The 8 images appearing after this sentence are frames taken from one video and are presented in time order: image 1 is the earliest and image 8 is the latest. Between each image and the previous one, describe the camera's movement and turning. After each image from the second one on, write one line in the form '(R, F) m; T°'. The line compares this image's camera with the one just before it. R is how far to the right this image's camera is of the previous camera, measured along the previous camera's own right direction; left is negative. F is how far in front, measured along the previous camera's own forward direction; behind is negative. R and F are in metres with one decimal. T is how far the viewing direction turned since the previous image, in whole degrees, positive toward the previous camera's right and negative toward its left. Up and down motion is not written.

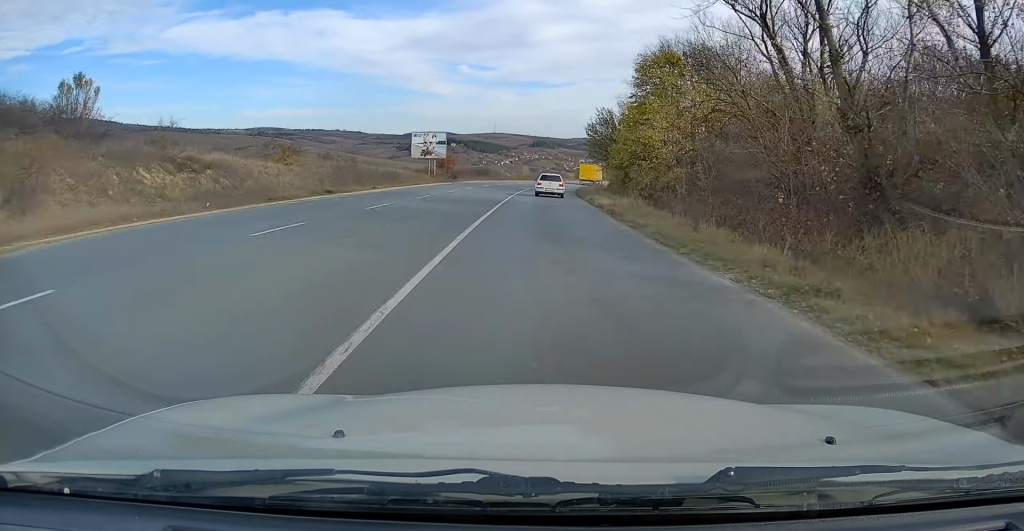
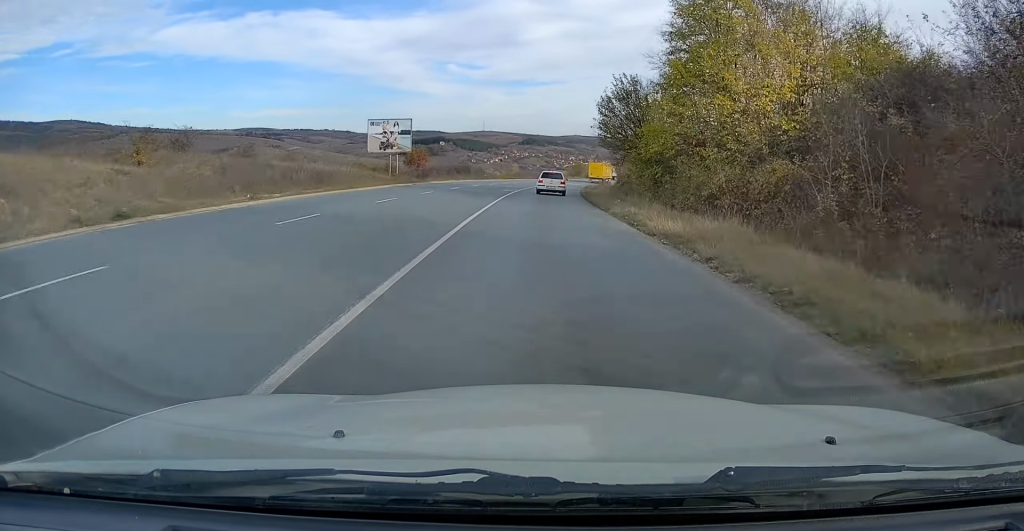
(+0.2, +15.9) m; +1°
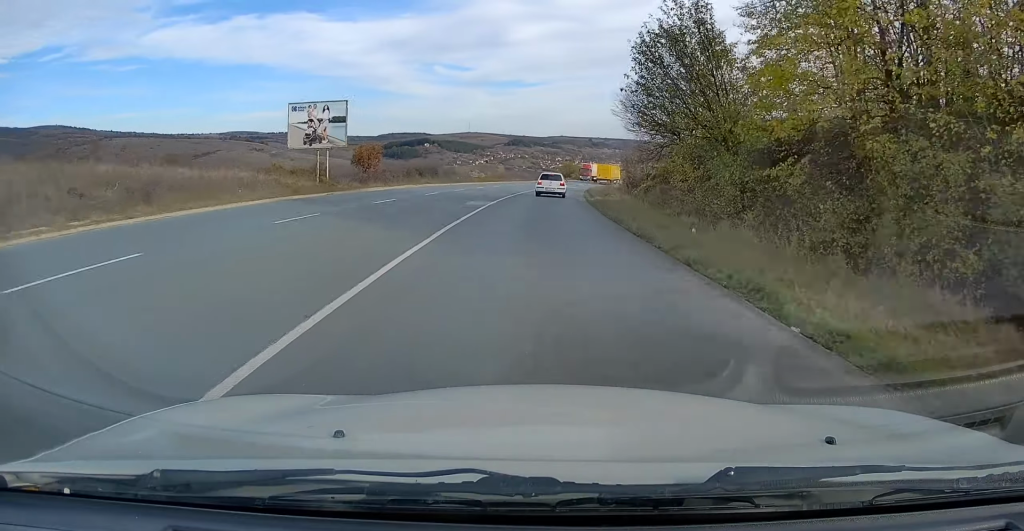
(+0.2, +16.7) m; +1°
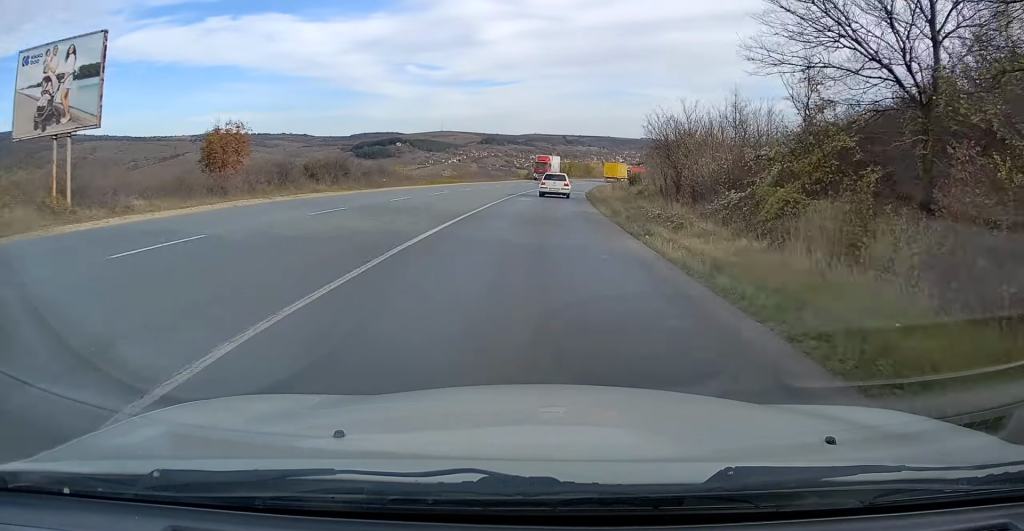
(+0.4, +23.7) m; +2°
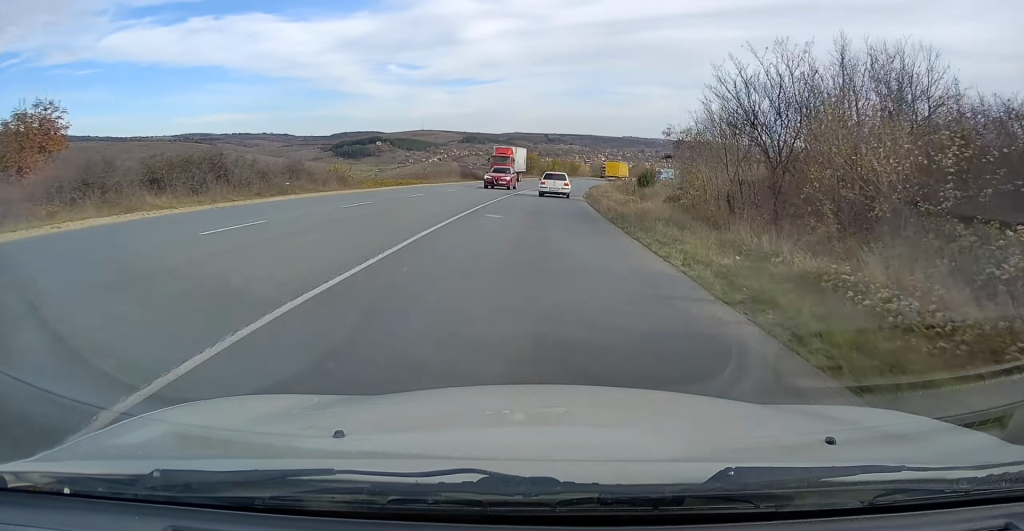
(+0.2, +14.2) m; +1°
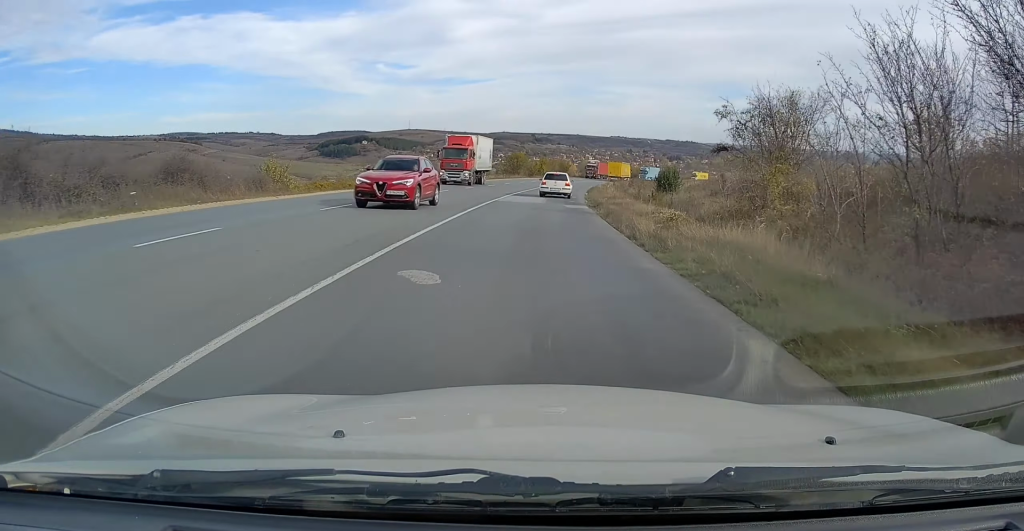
(0.0, +10.8) m; 0°
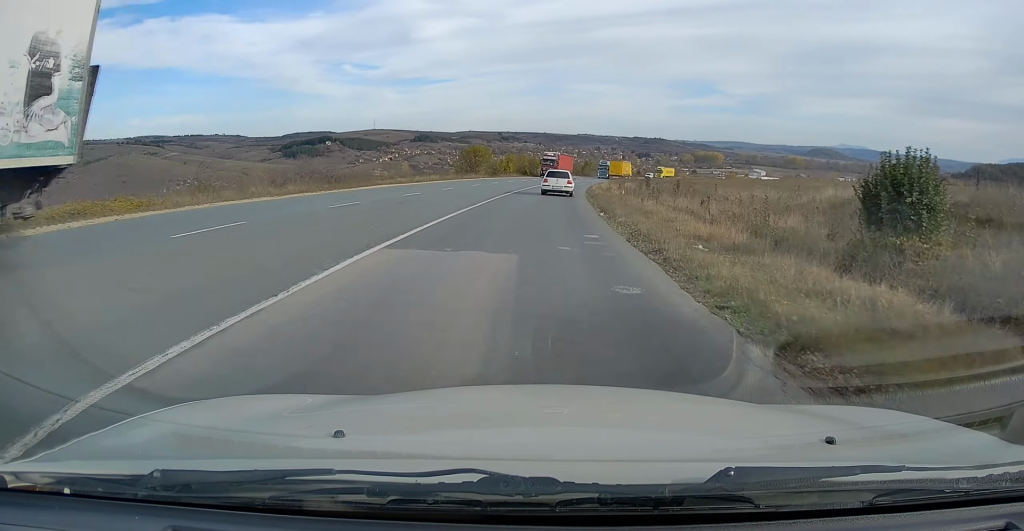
(+0.3, +24.4) m; +3°
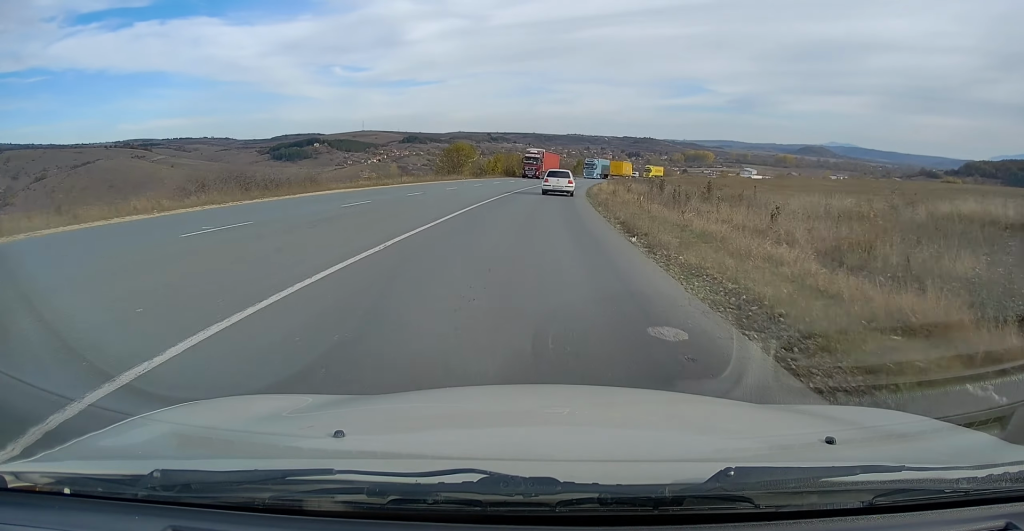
(+0.3, +7.7) m; +1°
